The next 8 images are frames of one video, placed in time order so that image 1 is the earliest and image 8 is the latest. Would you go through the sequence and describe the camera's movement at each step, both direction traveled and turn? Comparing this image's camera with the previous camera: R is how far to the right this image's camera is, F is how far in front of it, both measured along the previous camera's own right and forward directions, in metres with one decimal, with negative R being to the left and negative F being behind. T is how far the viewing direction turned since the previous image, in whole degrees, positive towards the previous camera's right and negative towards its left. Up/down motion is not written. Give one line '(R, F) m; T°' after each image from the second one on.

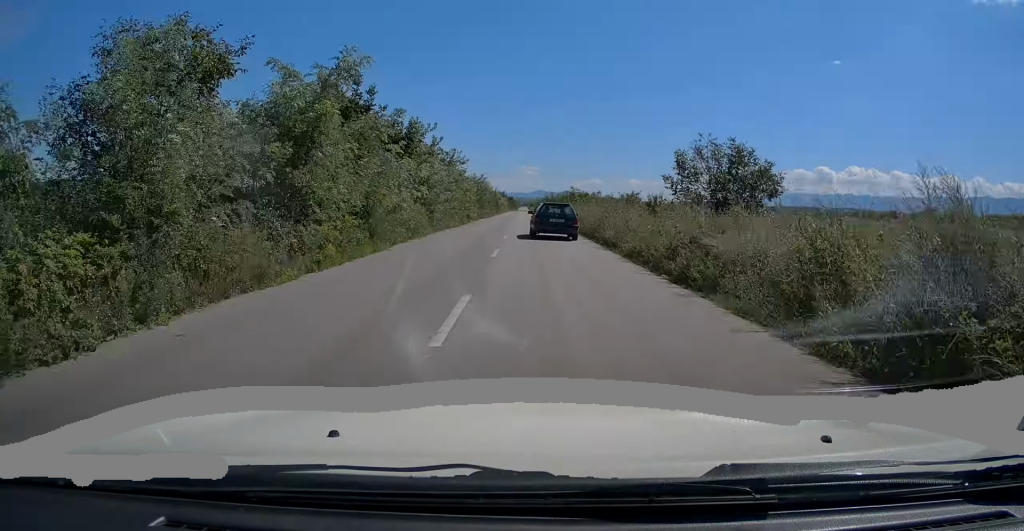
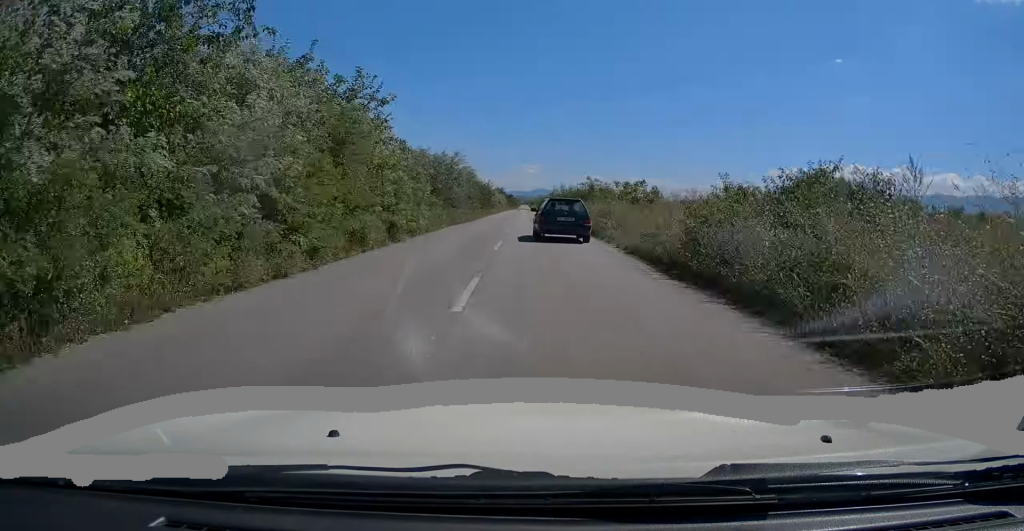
(-0.2, +24.5) m; -1°
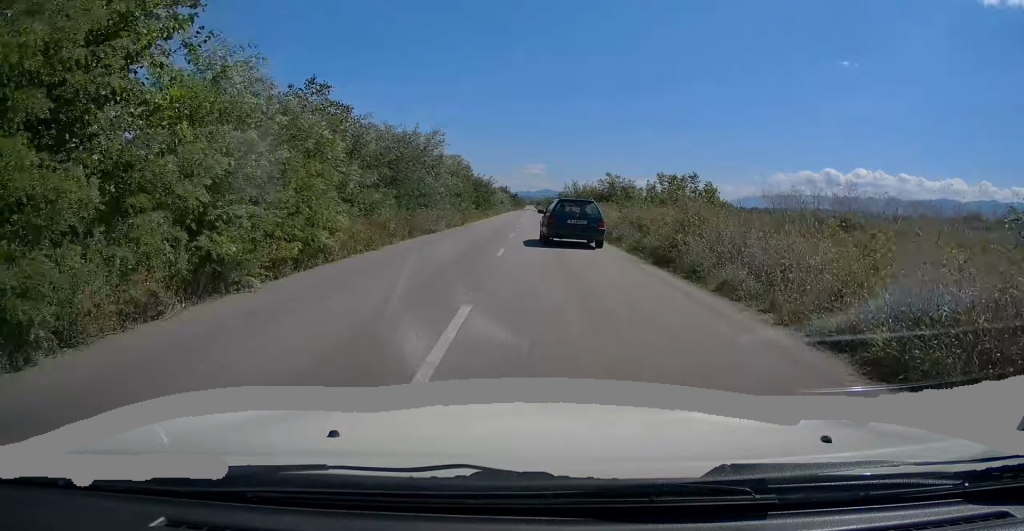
(-0.1, +11.4) m; 0°
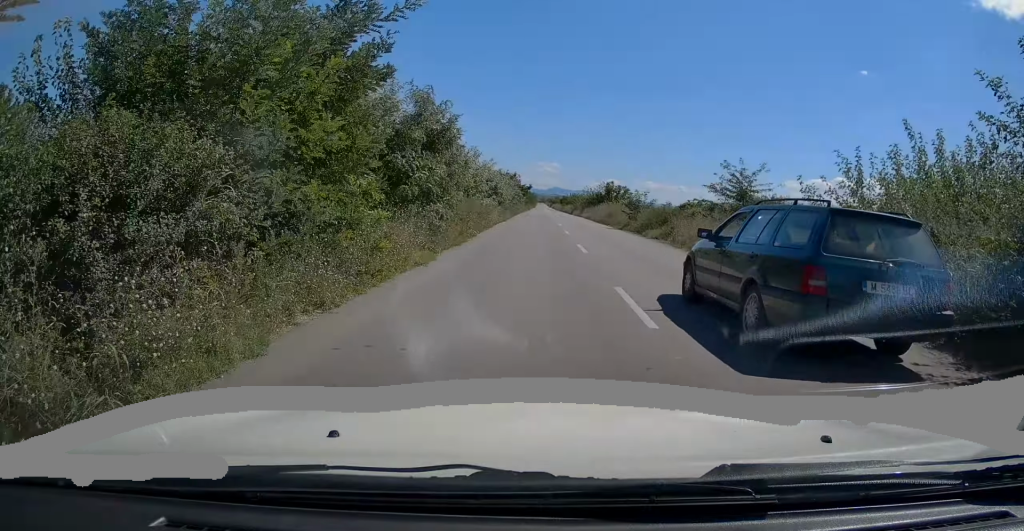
(0.0, +59.3) m; 0°
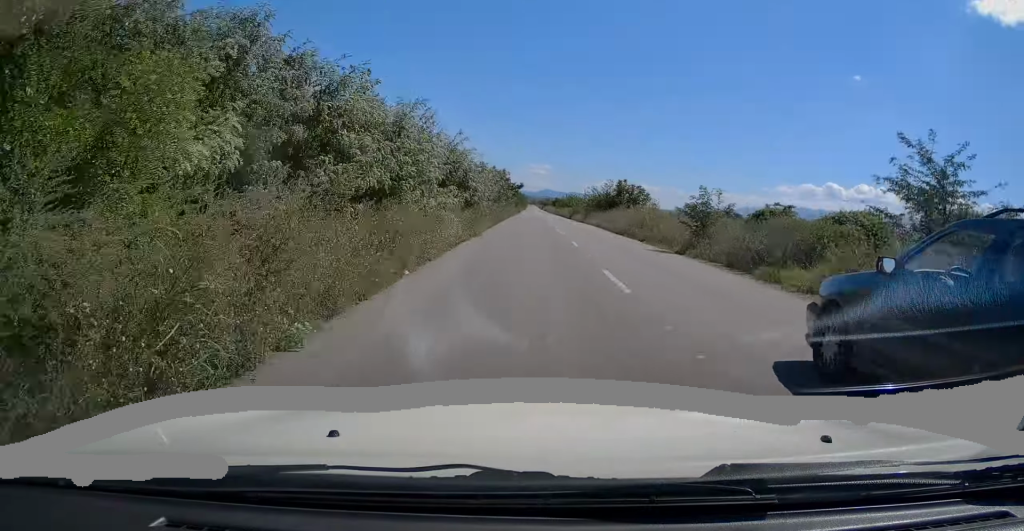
(0.0, +15.0) m; 0°
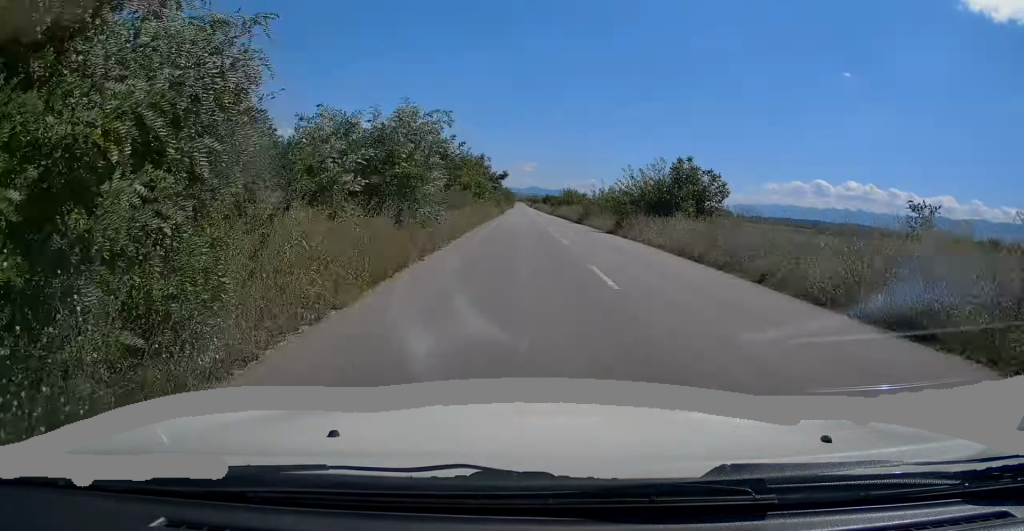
(0.0, +26.1) m; 0°
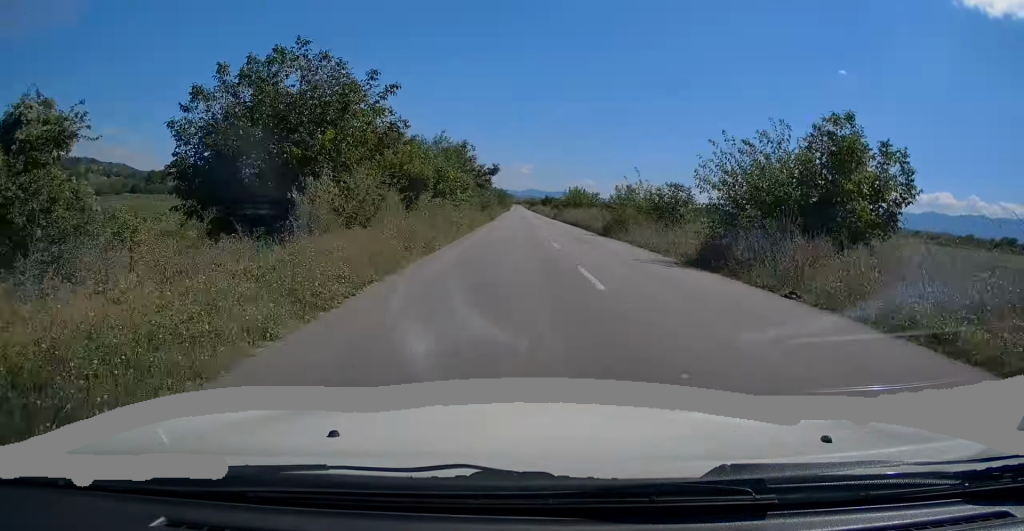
(+0.1, +17.4) m; +1°
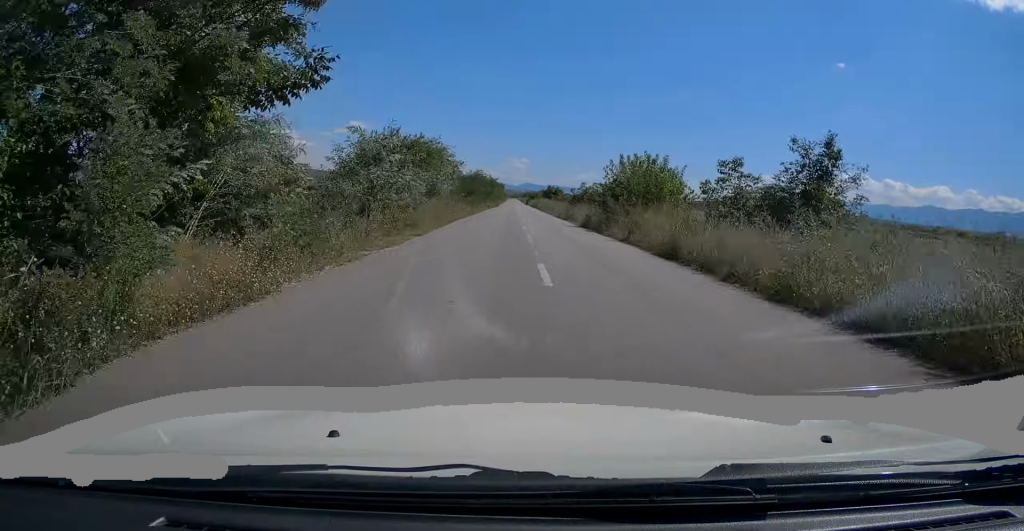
(+0.5, +44.4) m; +1°
